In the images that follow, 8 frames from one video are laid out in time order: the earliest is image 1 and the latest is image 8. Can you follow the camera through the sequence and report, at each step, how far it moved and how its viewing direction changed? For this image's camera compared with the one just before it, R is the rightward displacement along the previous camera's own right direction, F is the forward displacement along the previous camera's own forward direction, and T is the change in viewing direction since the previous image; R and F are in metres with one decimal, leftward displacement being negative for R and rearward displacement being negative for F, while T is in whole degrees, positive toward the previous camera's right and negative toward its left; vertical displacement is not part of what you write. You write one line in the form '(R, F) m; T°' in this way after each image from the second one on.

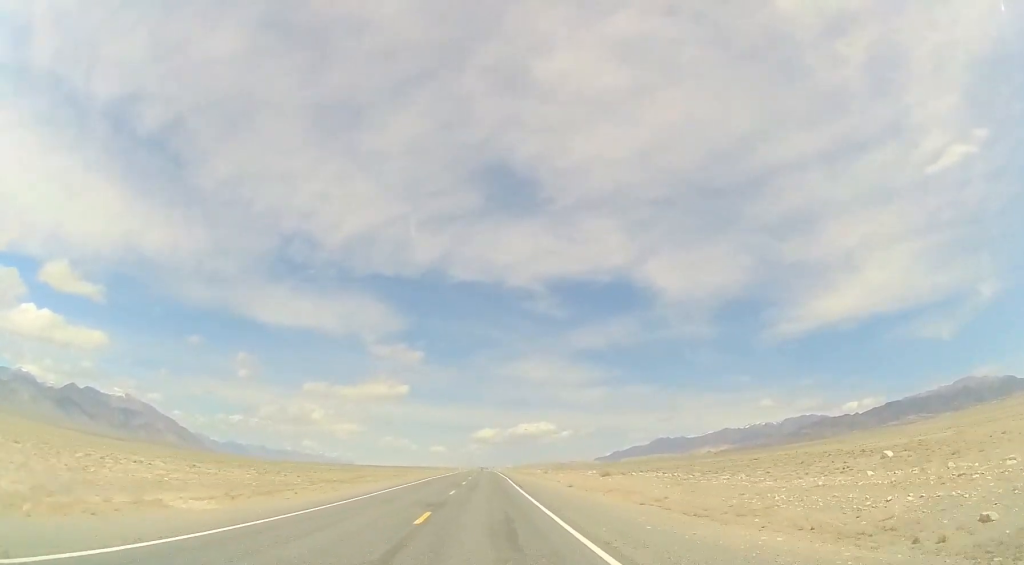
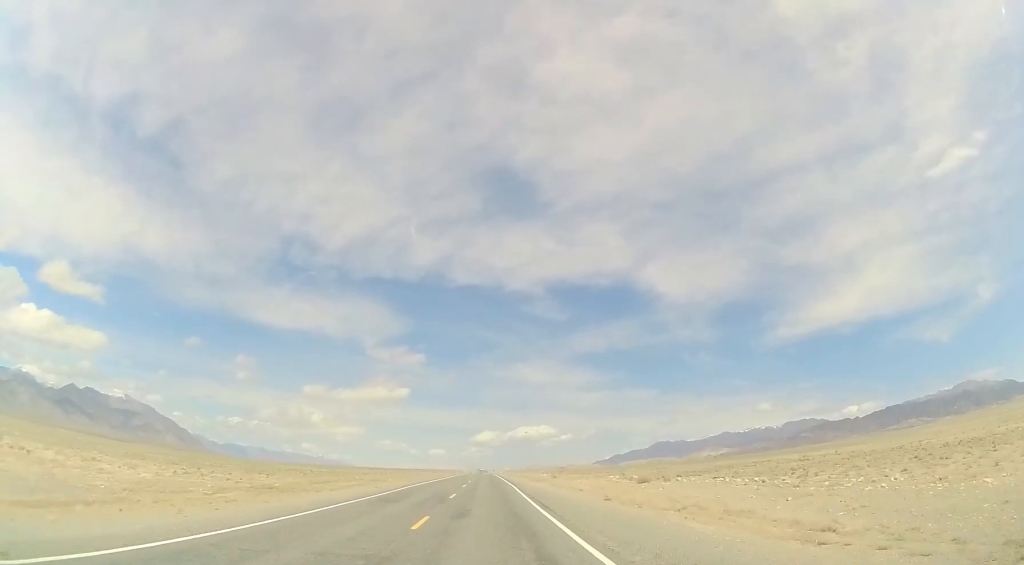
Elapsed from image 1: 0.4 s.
(+0.1, +14.4) m; 0°
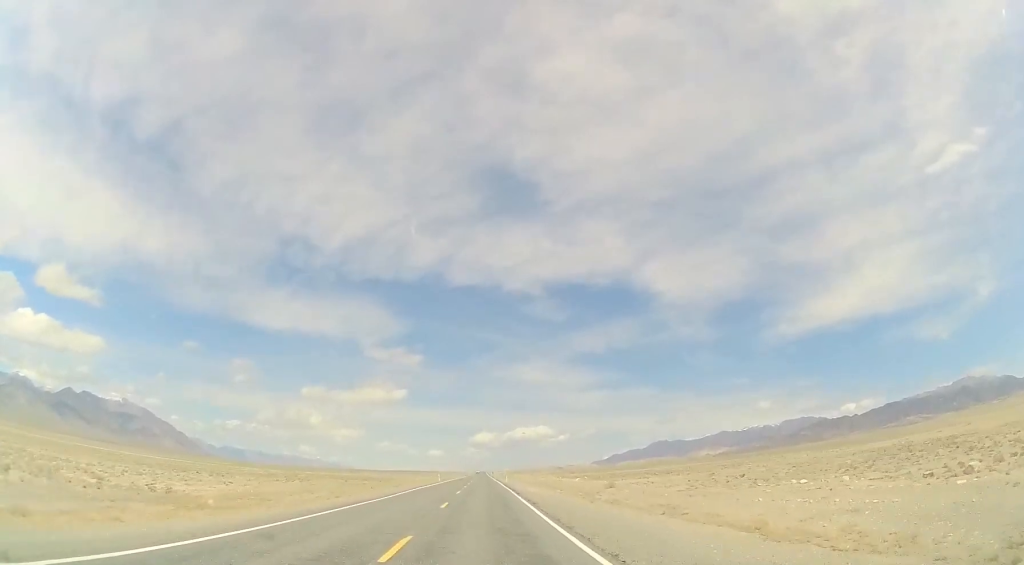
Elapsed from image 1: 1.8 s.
(+0.3, +45.4) m; +1°
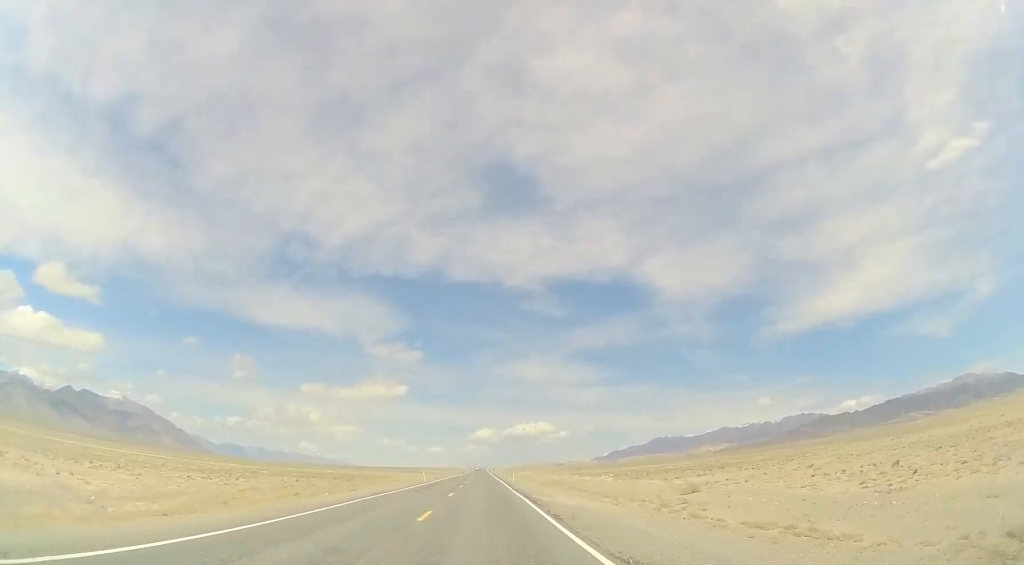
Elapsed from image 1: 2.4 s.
(+0.1, +20.8) m; 0°
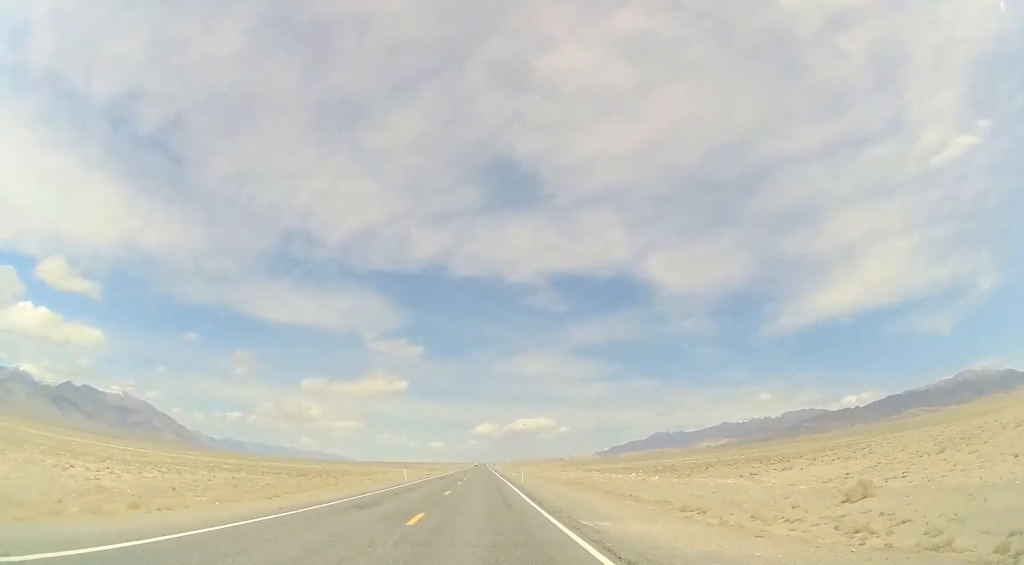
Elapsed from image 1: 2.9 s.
(+0.2, +15.3) m; 0°
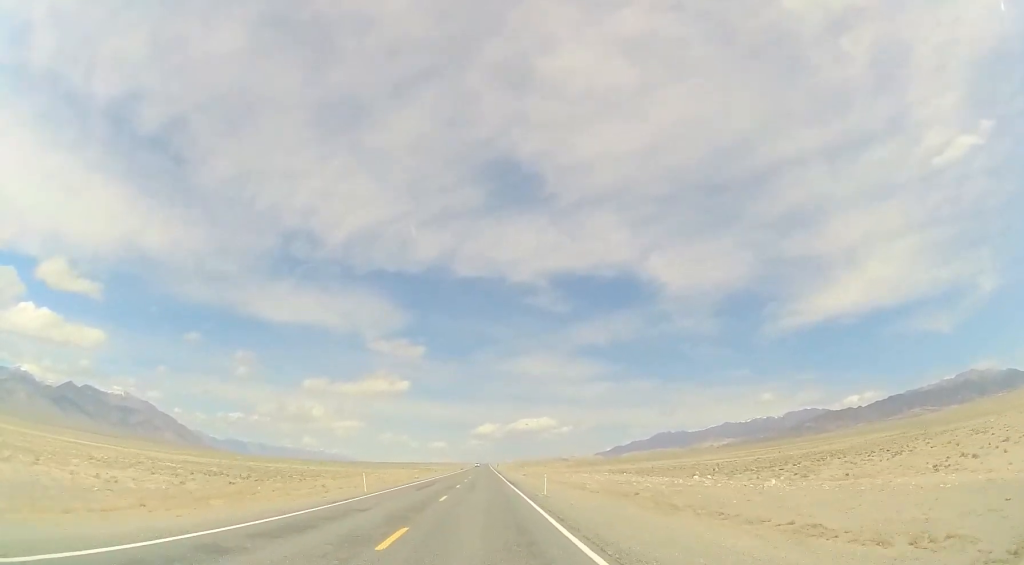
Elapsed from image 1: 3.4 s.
(-0.3, +17.5) m; -1°
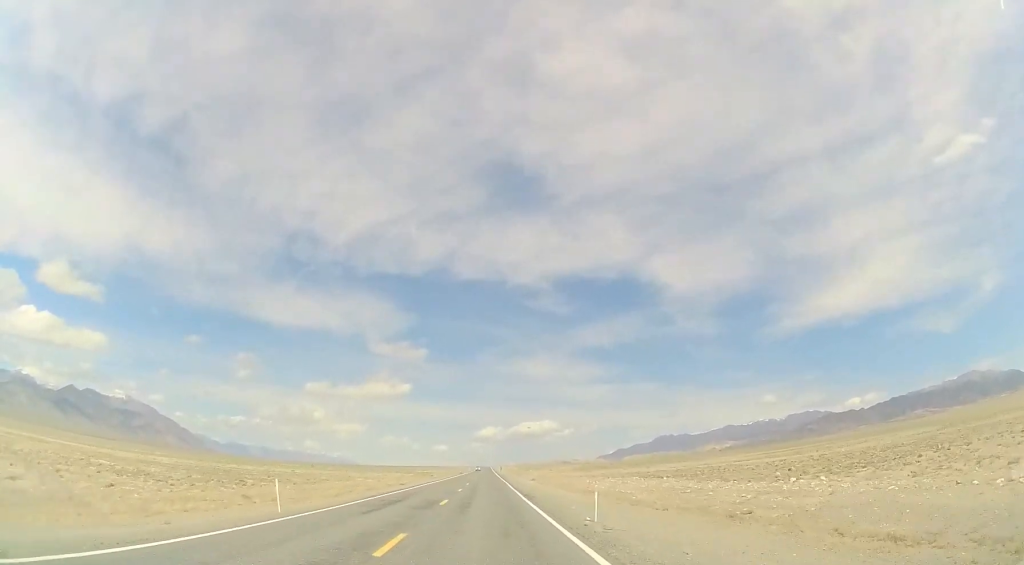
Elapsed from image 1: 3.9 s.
(-0.1, +14.2) m; 0°
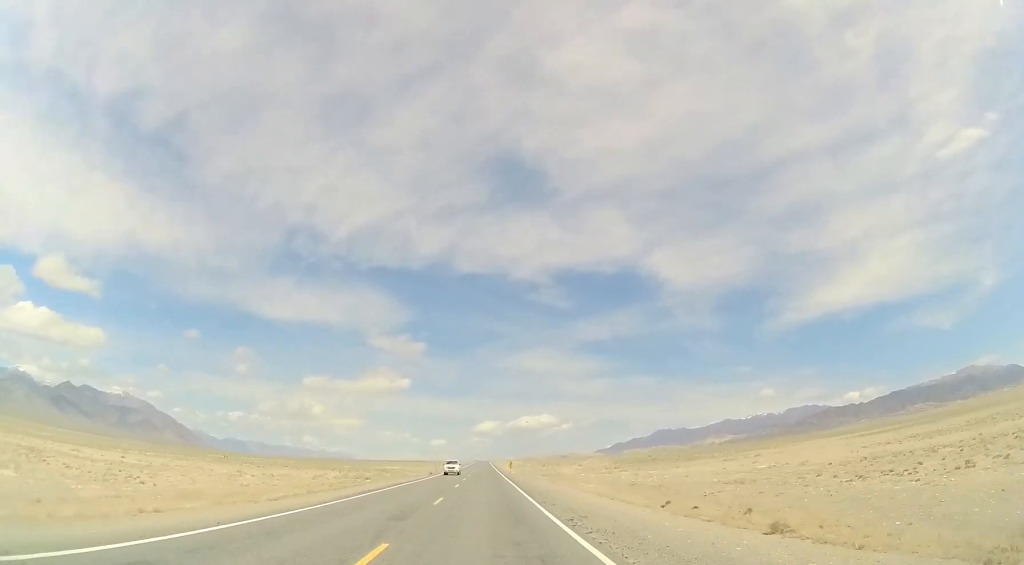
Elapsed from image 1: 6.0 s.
(-0.1, +71.0) m; 0°
